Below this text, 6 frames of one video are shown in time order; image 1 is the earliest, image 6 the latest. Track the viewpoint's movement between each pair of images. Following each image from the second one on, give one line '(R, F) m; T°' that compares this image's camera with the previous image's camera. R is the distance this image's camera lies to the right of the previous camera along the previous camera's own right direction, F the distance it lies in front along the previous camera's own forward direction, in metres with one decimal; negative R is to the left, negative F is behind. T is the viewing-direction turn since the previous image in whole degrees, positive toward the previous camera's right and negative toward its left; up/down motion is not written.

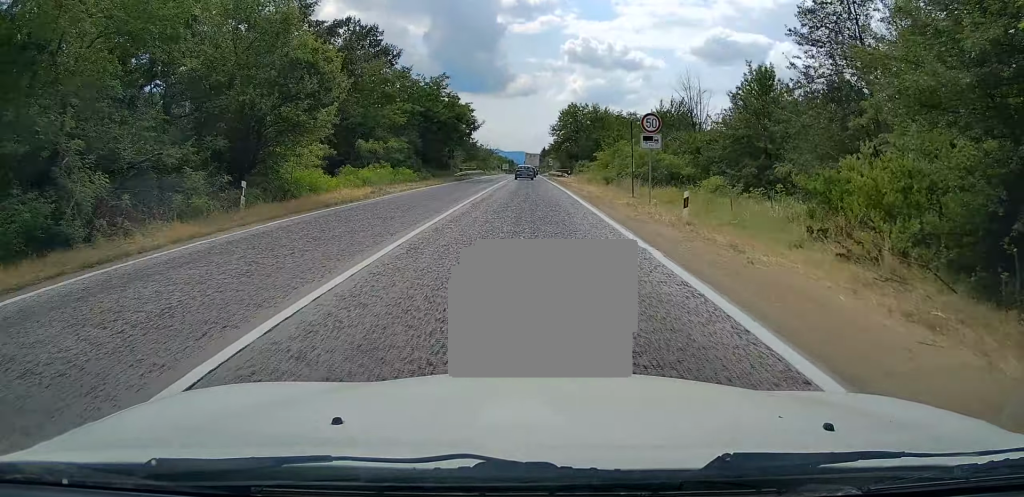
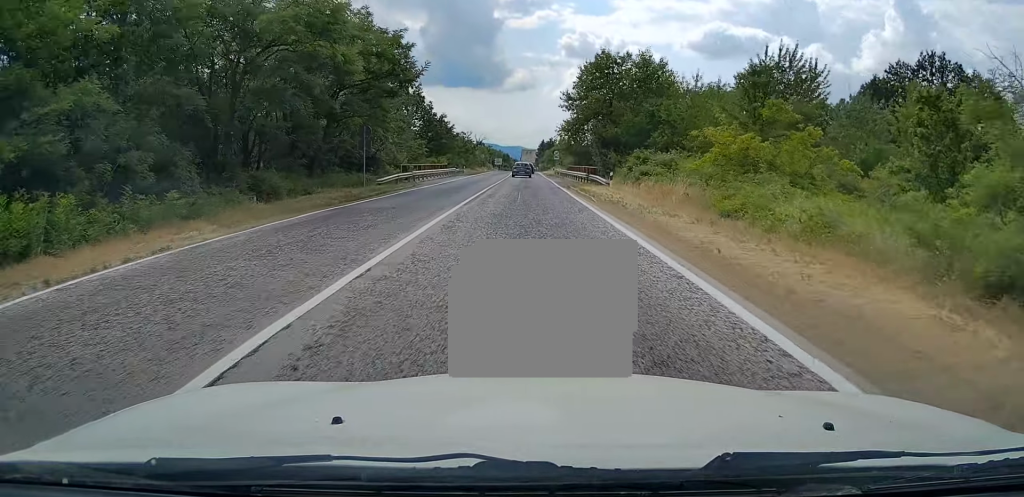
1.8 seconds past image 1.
(0.0, +34.1) m; 0°
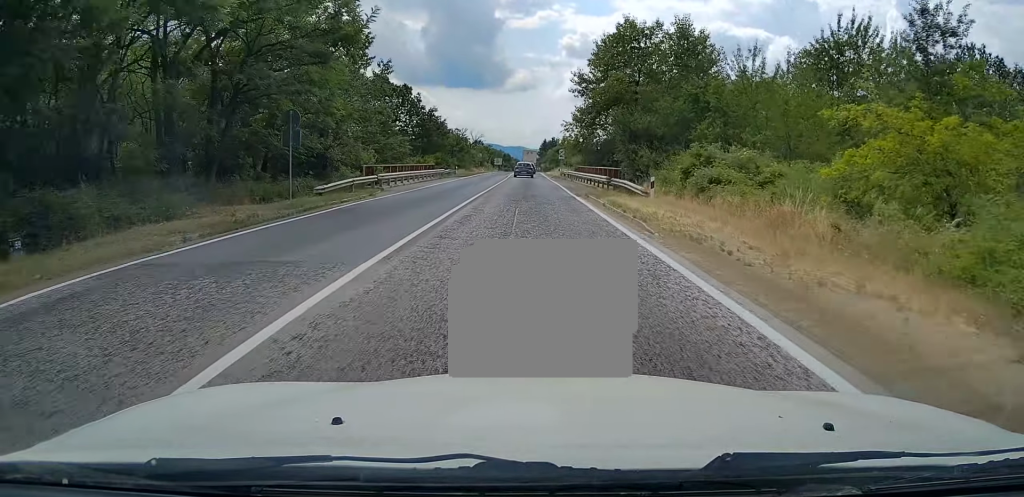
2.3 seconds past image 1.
(0.0, +10.1) m; 0°
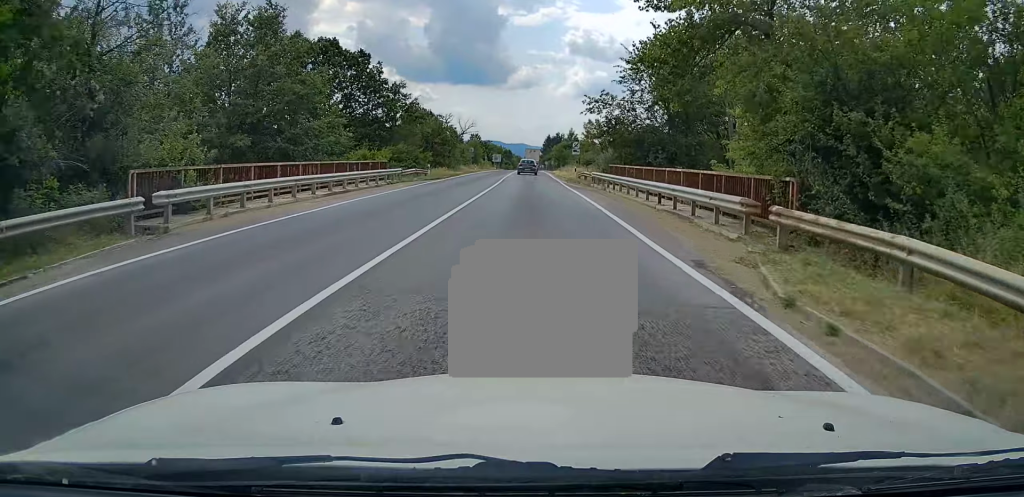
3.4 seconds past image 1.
(+0.2, +20.2) m; +1°
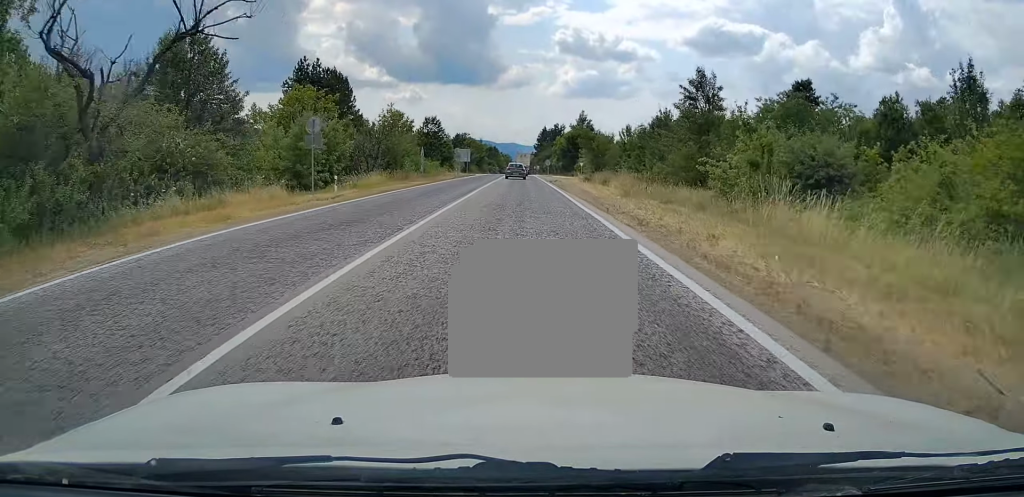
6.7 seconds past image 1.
(-0.4, +62.7) m; 0°
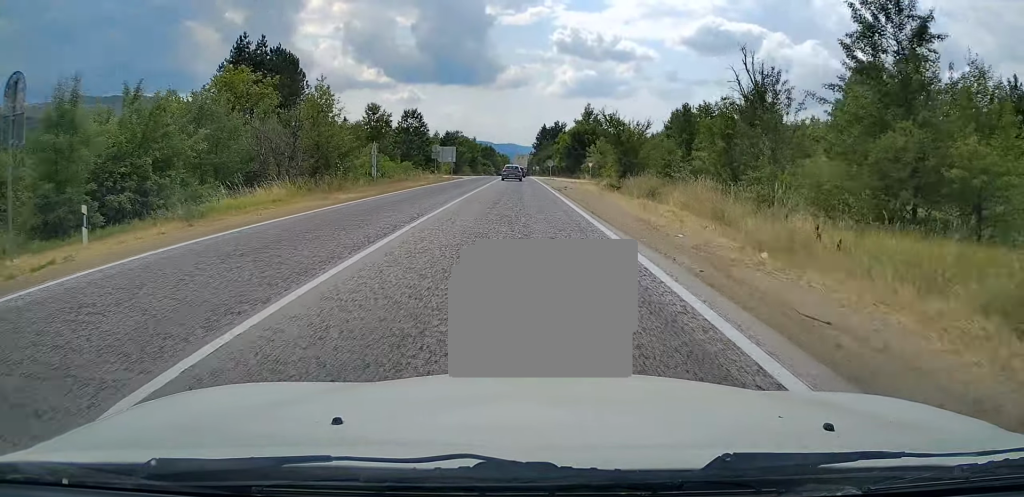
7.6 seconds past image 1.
(0.0, +16.2) m; 0°
